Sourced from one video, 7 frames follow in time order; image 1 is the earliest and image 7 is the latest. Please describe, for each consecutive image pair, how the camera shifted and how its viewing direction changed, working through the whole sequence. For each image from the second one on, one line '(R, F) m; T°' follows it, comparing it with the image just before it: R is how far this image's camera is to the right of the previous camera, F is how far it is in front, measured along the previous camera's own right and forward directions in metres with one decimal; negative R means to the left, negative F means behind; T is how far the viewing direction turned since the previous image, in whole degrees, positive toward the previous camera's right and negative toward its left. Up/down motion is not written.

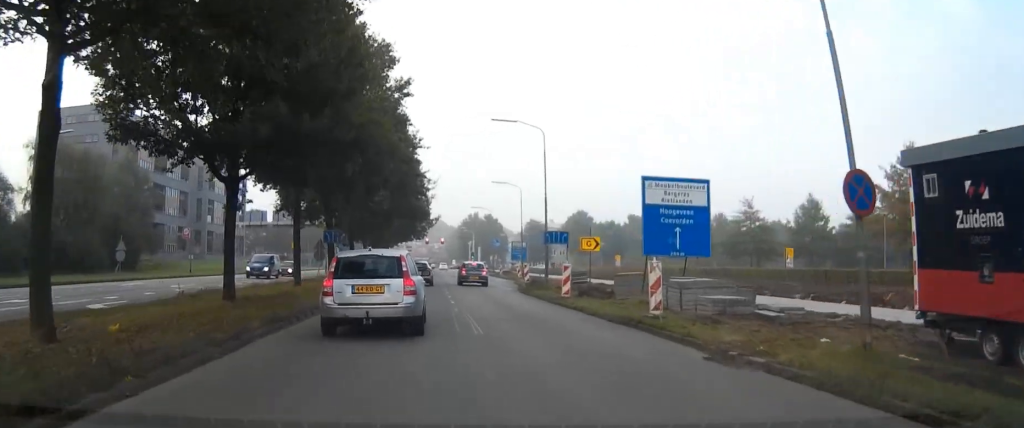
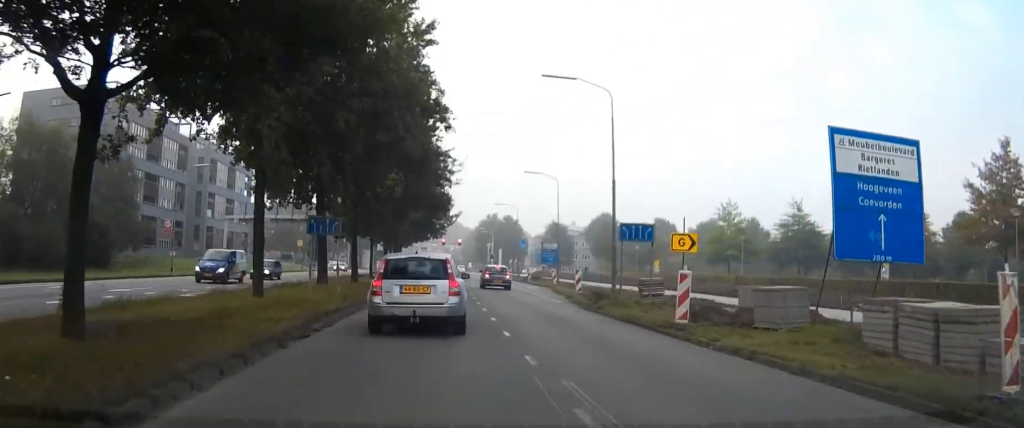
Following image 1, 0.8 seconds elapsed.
(-0.3, +9.7) m; -3°
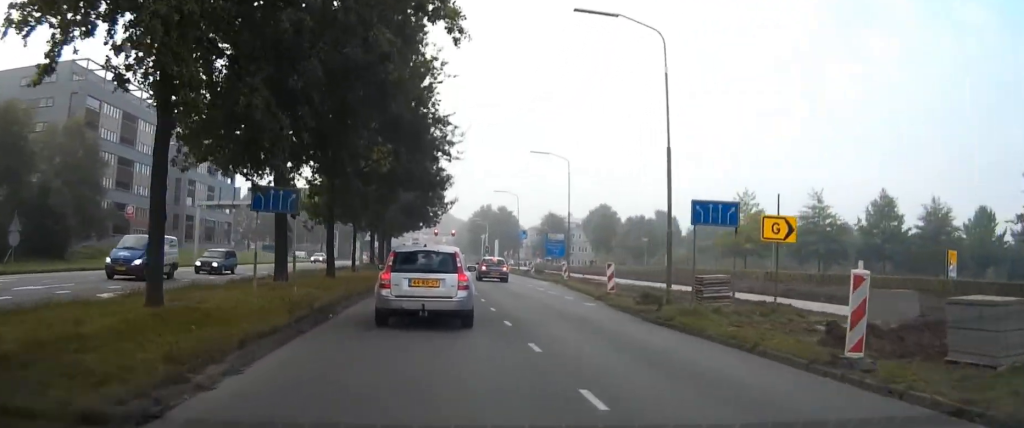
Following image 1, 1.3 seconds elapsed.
(0.0, +7.0) m; -1°
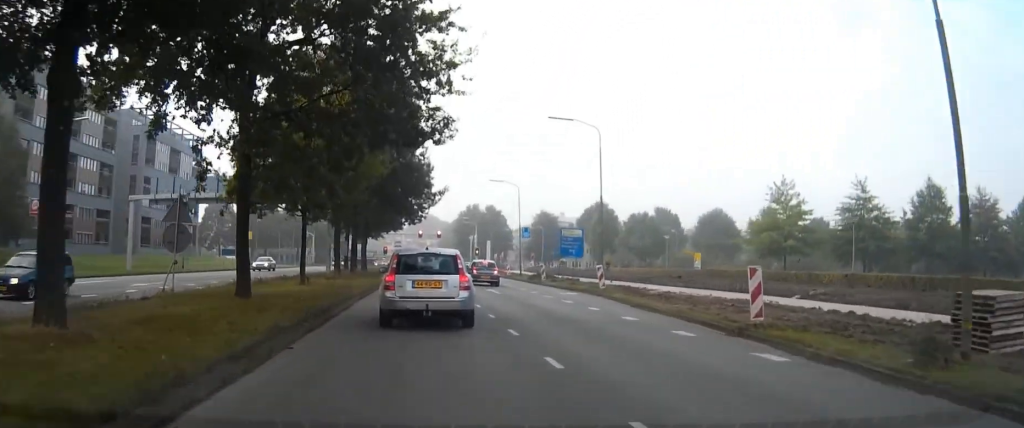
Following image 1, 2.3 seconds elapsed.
(-0.3, +14.8) m; -1°
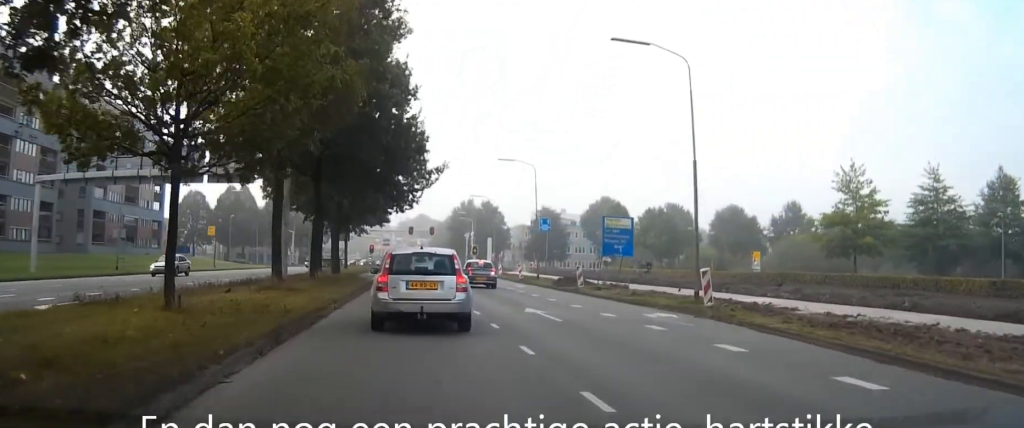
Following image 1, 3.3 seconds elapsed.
(+0.1, +15.8) m; +1°
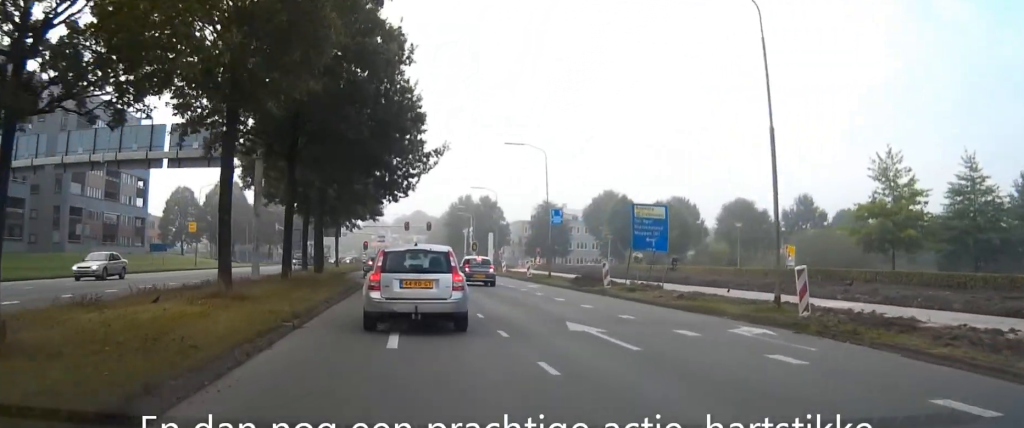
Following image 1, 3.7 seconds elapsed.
(0.0, +6.7) m; 0°
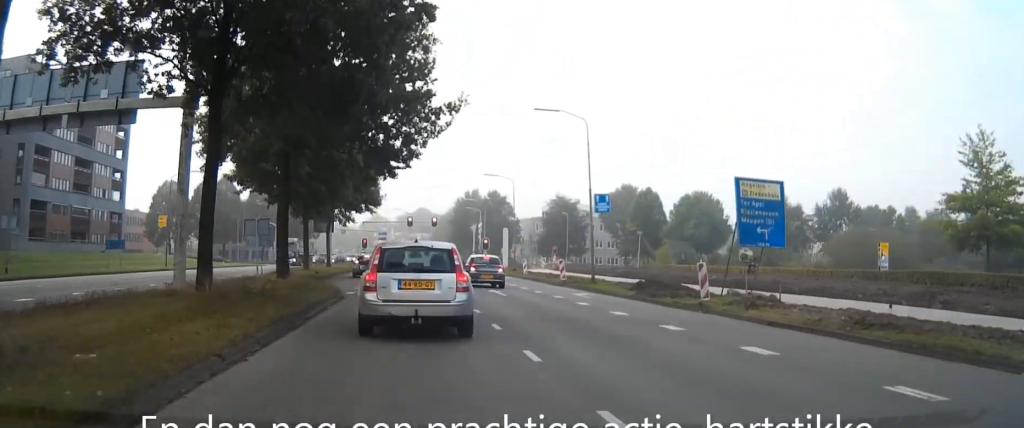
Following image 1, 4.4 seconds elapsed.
(0.0, +12.3) m; 0°
